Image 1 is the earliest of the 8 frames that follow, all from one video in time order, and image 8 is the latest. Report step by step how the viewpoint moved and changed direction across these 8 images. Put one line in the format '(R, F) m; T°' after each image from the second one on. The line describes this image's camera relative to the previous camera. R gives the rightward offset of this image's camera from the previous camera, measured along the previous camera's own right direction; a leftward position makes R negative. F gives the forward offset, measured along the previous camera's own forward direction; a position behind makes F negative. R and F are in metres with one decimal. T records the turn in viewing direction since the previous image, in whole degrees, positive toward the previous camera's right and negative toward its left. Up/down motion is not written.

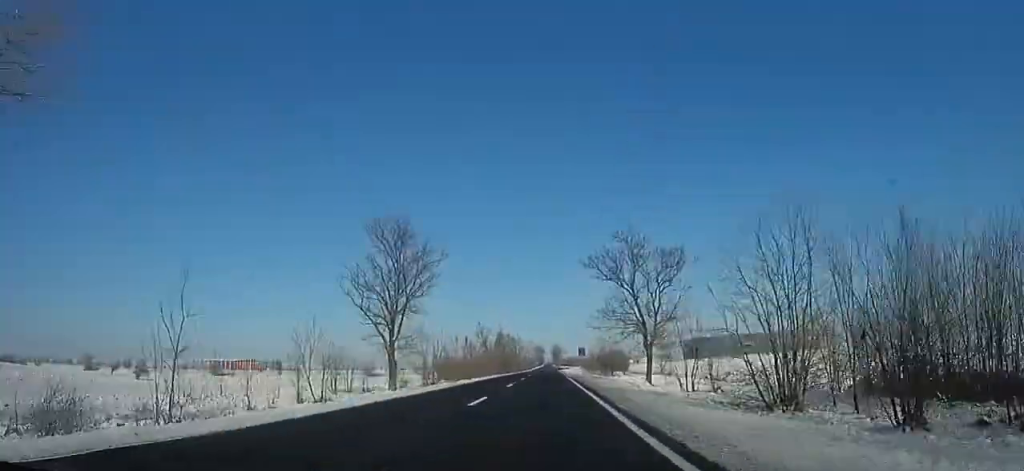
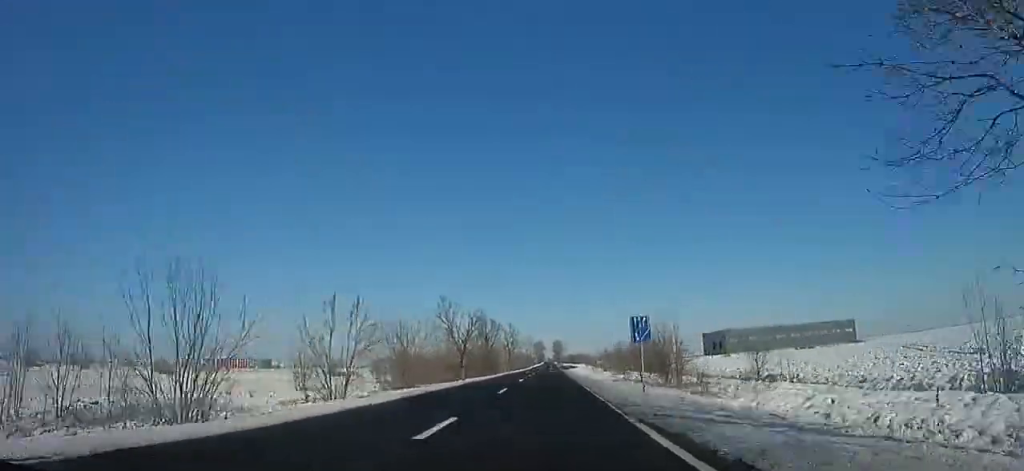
(0.0, +25.4) m; 0°
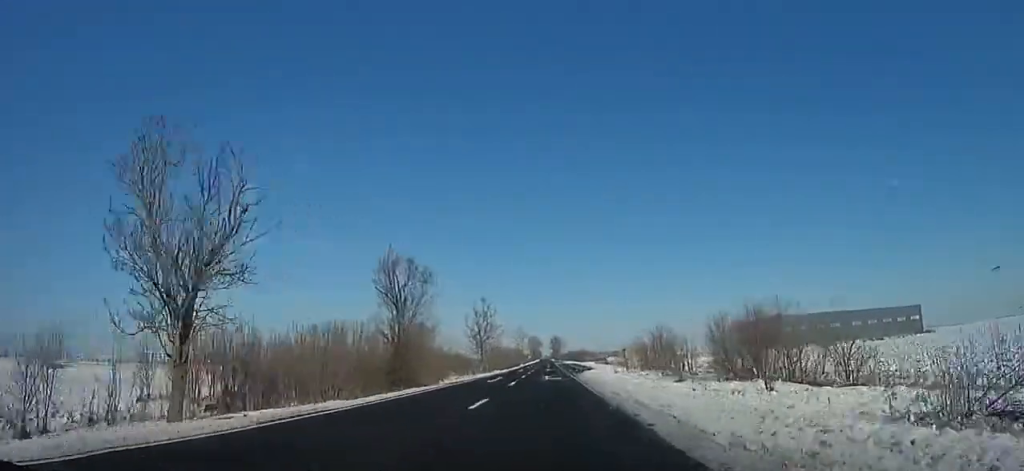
(0.0, +49.1) m; 0°
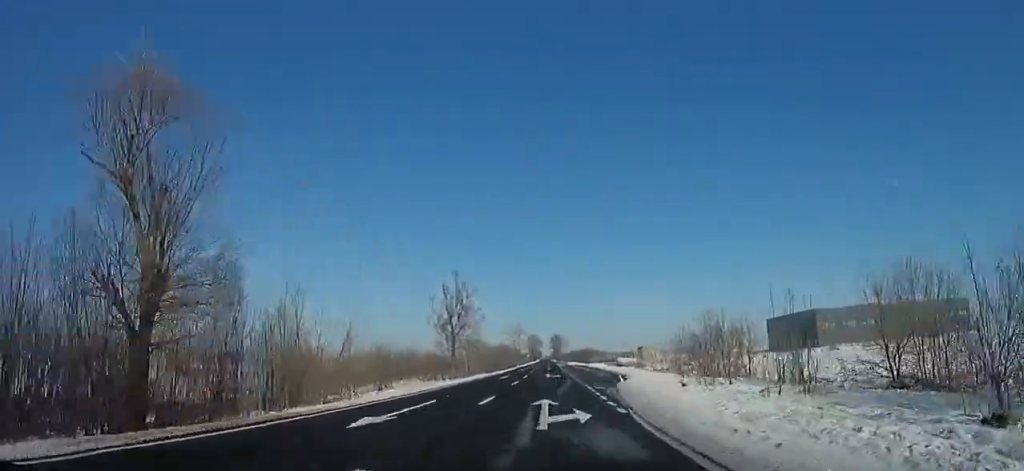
(0.0, +29.0) m; 0°
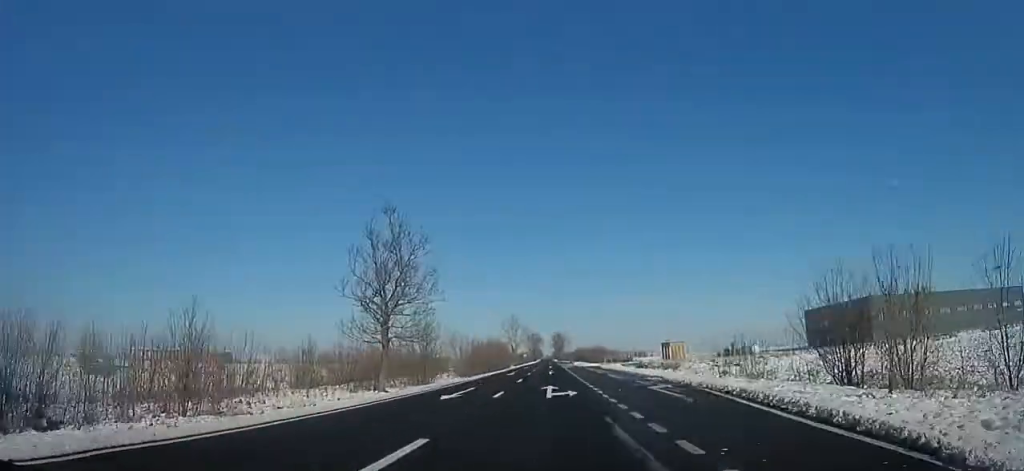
(-0.1, +30.5) m; 0°
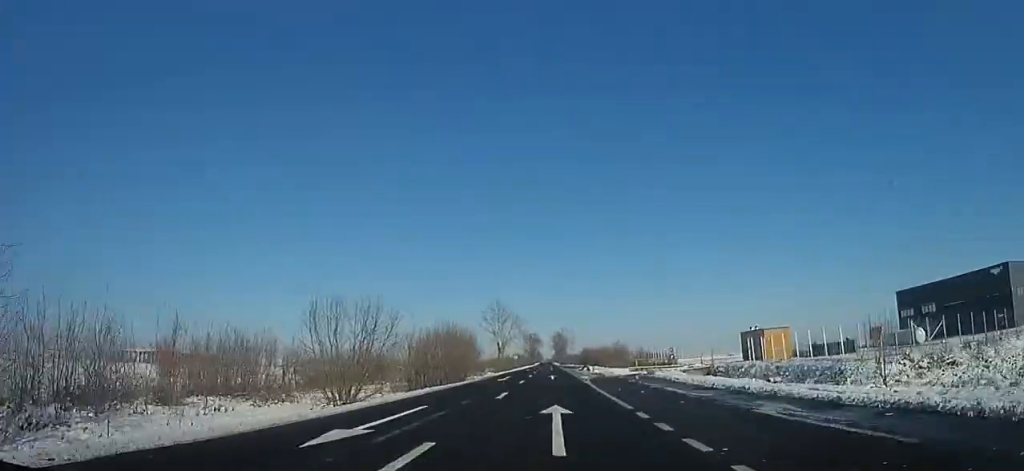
(+0.2, +49.3) m; 0°
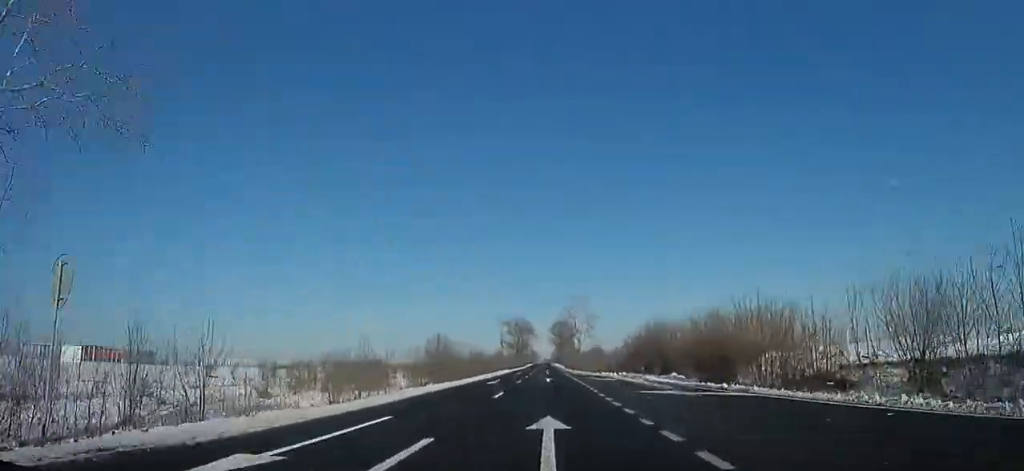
(-0.7, +113.2) m; -1°
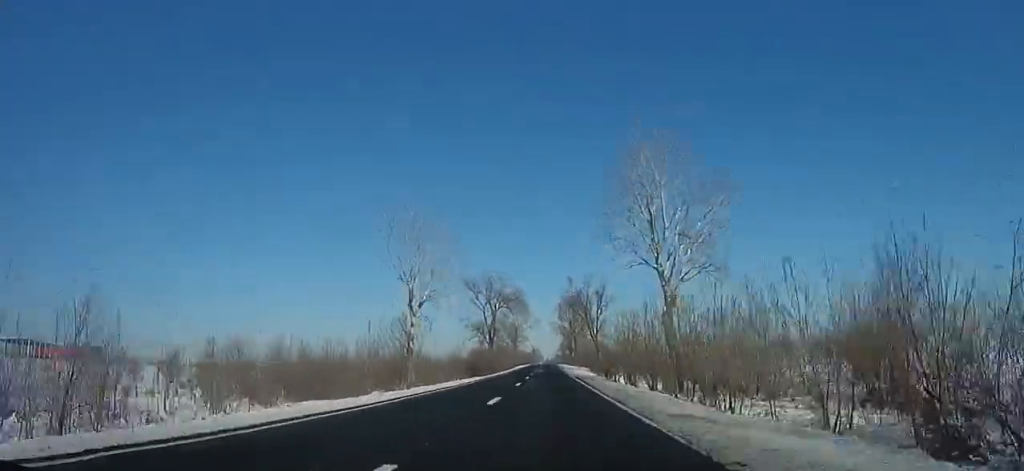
(+0.1, +75.0) m; 0°
